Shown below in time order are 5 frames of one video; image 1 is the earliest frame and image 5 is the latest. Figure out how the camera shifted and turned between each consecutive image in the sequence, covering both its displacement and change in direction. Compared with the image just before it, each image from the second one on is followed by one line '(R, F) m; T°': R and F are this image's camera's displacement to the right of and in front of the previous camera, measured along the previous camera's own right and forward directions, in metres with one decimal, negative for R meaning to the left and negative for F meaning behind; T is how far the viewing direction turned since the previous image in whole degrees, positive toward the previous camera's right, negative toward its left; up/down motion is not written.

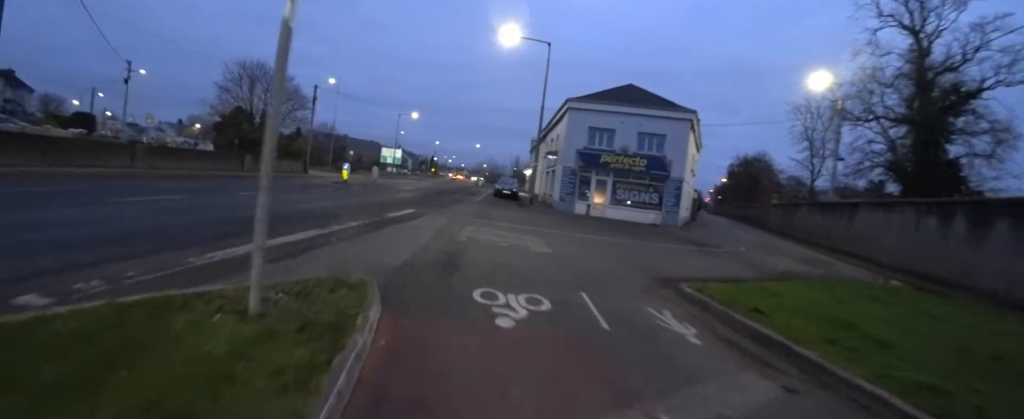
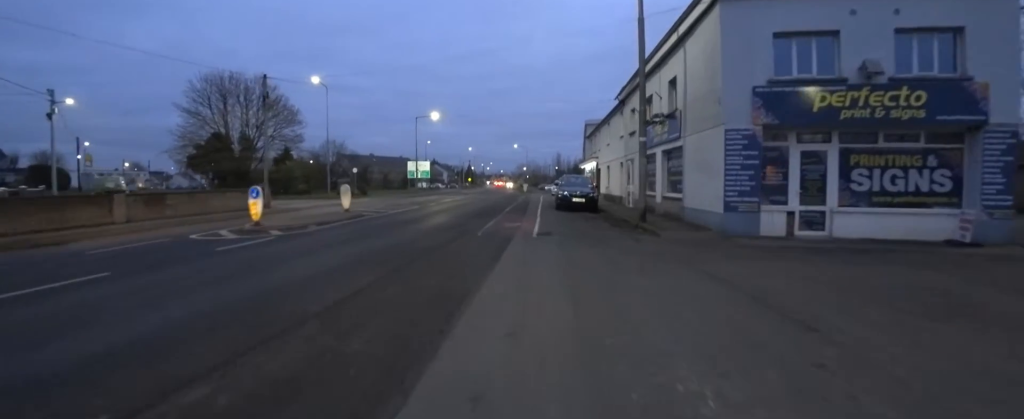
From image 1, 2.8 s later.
(-3.1, +13.2) m; -12°
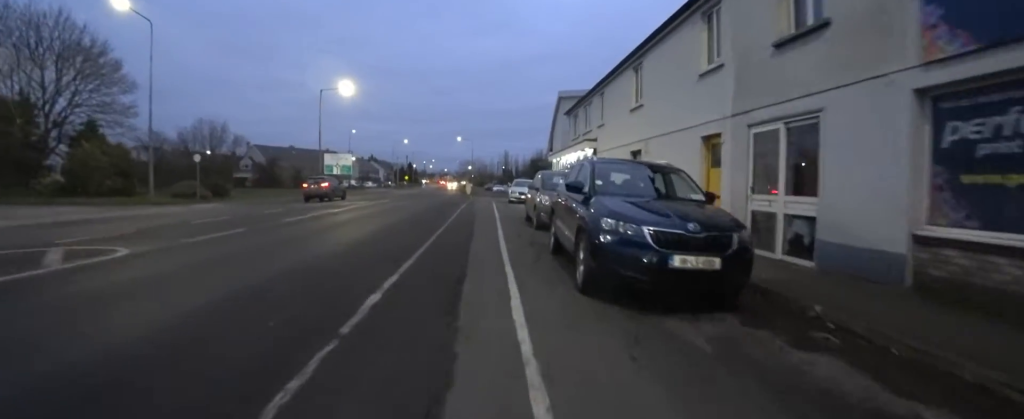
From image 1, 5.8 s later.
(+1.7, +14.0) m; +3°
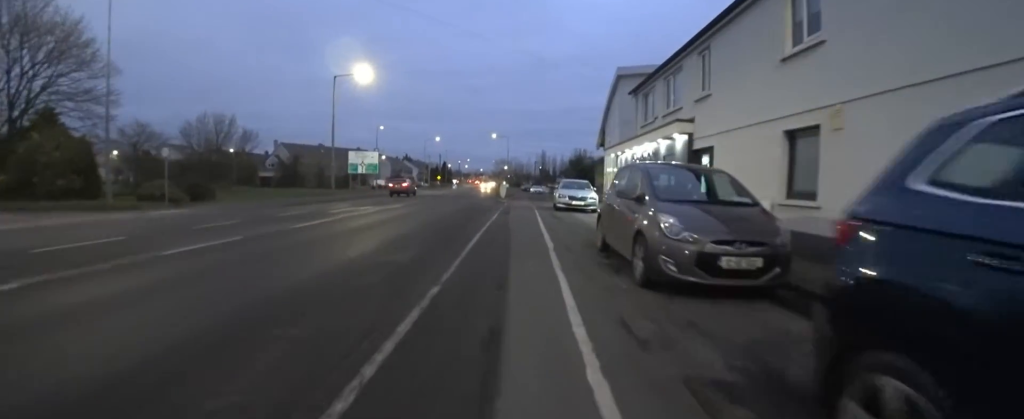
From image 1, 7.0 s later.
(+0.8, +5.8) m; +8°
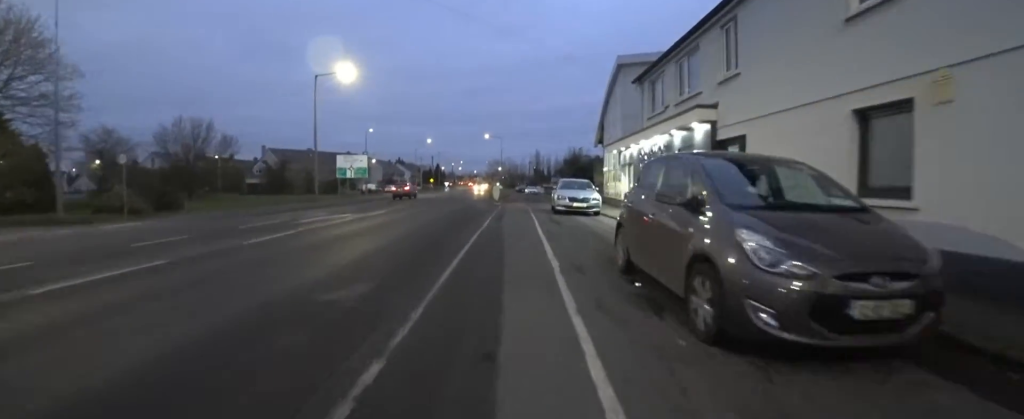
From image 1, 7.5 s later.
(+0.3, +1.9) m; -1°
